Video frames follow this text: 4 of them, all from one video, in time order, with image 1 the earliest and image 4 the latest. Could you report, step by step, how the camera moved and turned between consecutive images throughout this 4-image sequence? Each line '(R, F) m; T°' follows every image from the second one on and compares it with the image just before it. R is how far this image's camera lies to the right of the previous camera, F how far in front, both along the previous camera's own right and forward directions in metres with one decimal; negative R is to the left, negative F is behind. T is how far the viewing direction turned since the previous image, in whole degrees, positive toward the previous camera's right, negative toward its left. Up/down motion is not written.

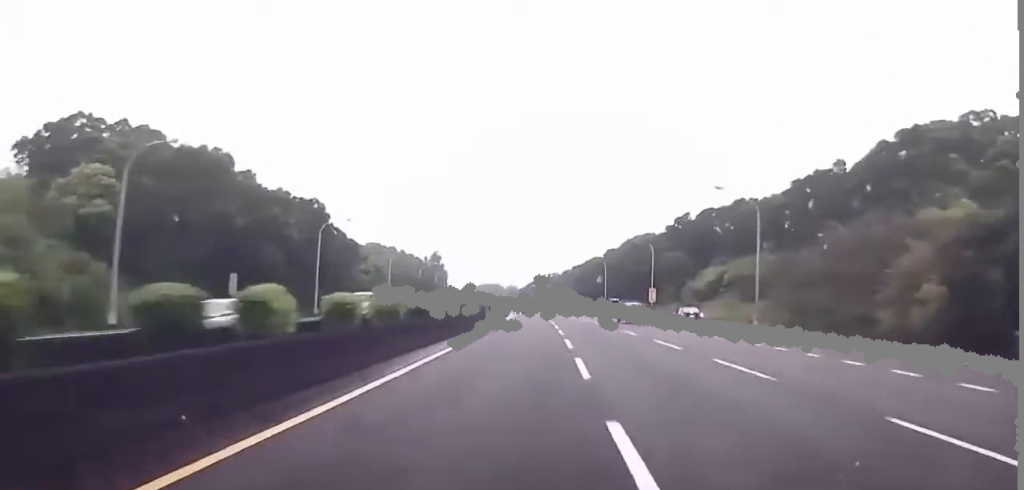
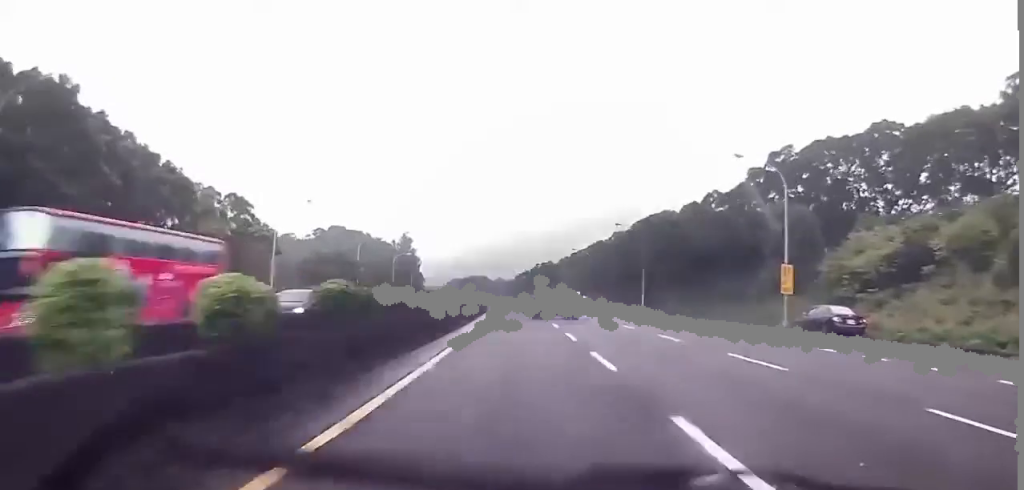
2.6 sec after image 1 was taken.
(-0.5, +57.4) m; -1°
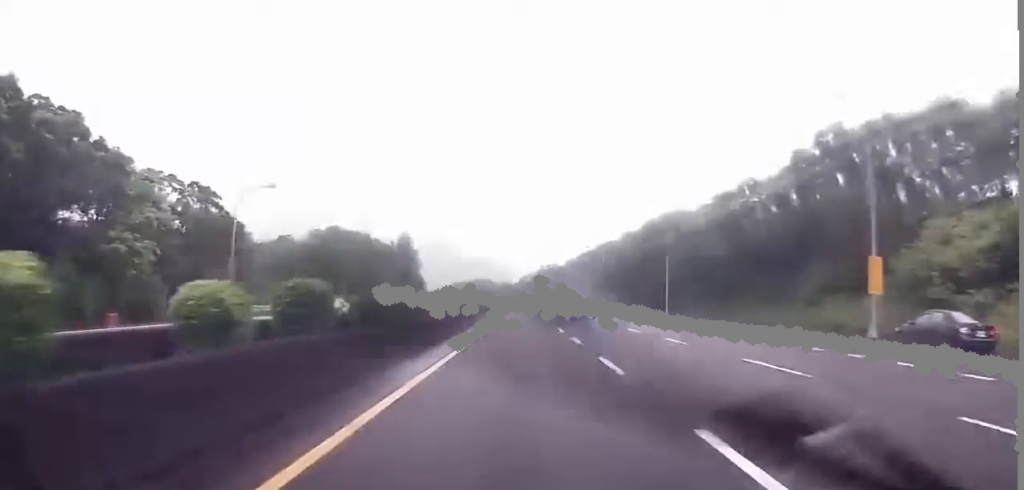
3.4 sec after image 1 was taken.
(+0.2, +14.2) m; 0°
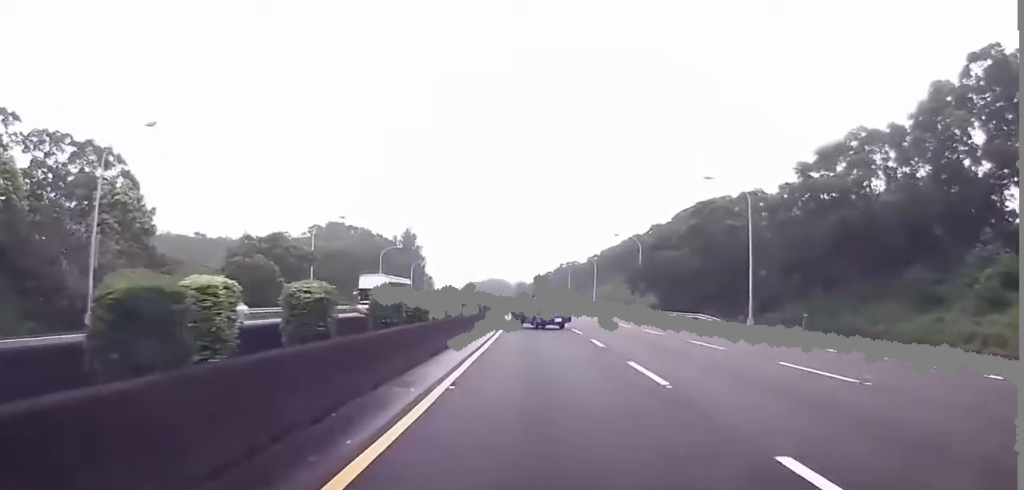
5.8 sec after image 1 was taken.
(-0.1, +30.1) m; +1°
